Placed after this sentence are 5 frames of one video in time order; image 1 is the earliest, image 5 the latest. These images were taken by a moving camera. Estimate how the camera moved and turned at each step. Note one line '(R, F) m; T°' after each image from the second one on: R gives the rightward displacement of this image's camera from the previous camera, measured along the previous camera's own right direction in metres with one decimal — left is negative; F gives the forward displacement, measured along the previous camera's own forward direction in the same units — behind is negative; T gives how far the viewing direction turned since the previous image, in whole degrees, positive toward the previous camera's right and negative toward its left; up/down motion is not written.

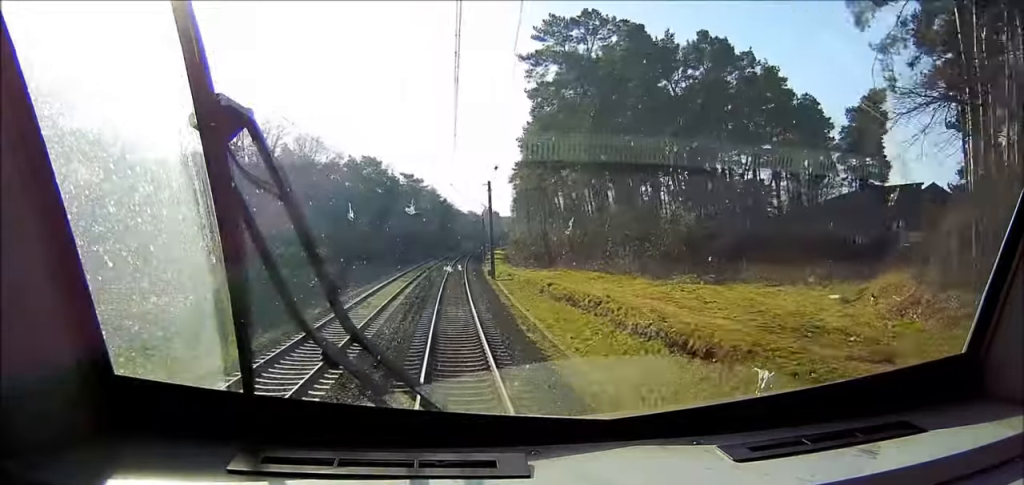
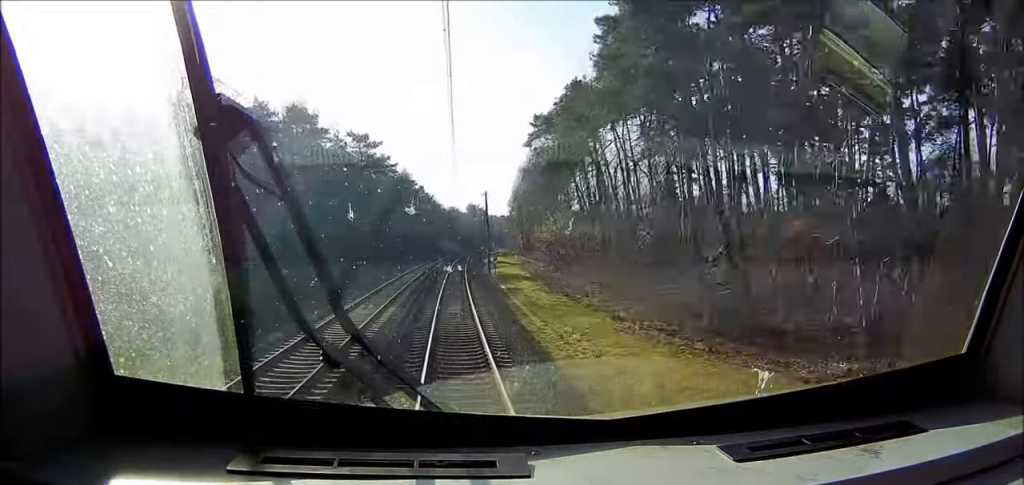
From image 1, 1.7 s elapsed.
(+1.0, +57.4) m; +1°
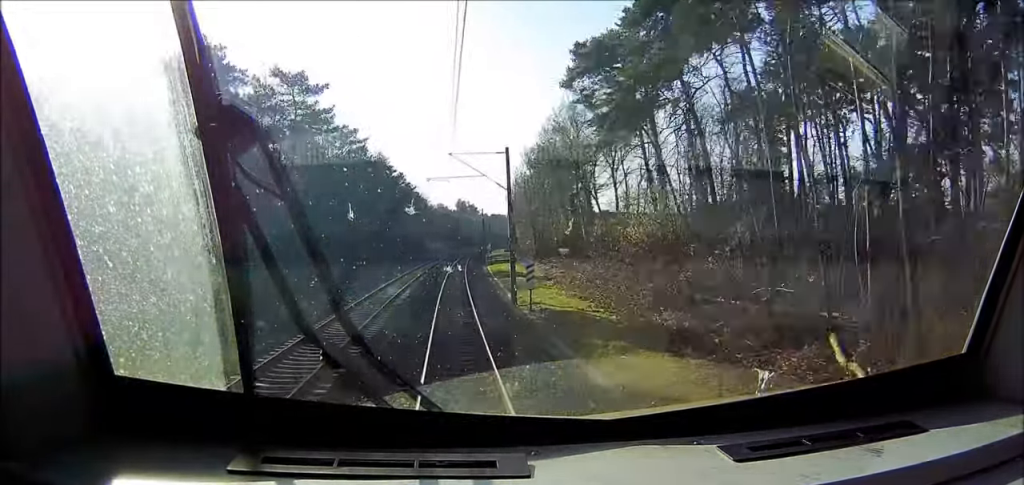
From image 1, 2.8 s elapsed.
(+0.2, +34.1) m; +1°
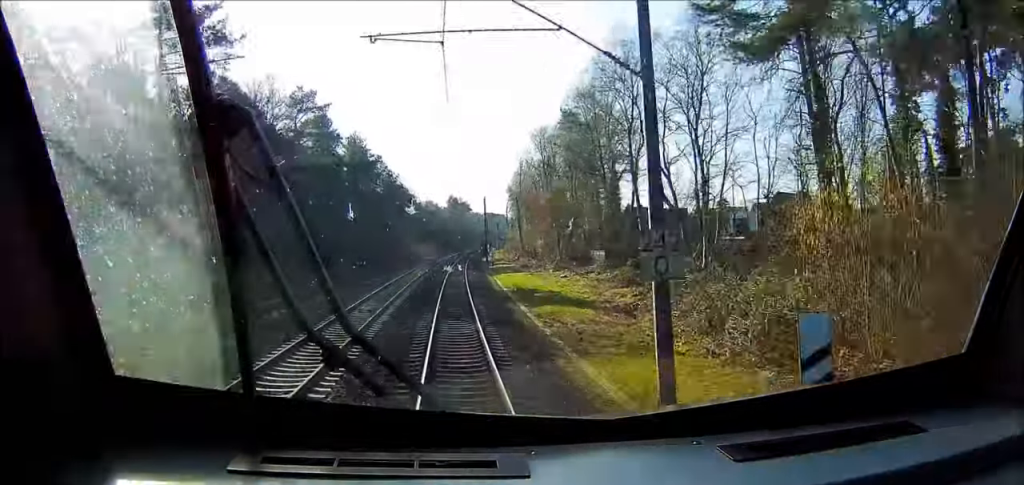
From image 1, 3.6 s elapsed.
(+0.3, +26.5) m; 0°
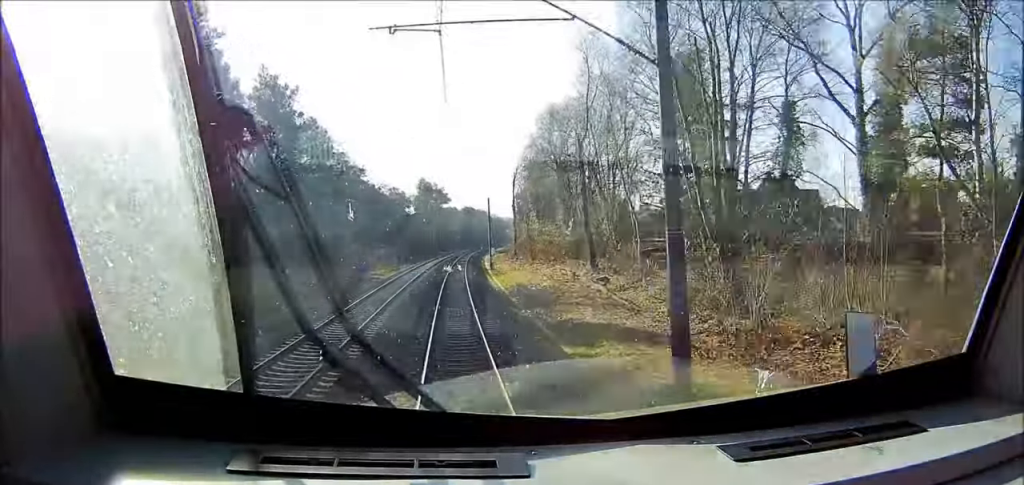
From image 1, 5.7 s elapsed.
(-0.3, +70.6) m; 0°
